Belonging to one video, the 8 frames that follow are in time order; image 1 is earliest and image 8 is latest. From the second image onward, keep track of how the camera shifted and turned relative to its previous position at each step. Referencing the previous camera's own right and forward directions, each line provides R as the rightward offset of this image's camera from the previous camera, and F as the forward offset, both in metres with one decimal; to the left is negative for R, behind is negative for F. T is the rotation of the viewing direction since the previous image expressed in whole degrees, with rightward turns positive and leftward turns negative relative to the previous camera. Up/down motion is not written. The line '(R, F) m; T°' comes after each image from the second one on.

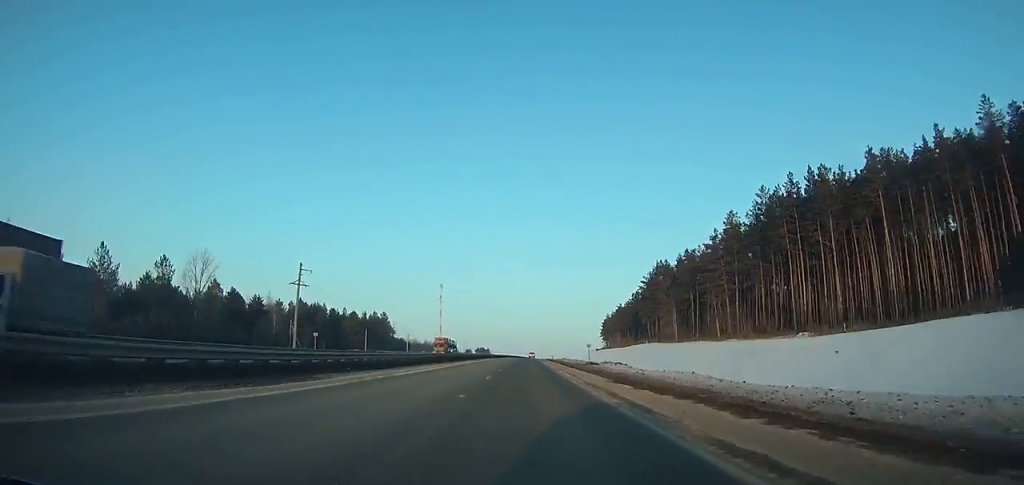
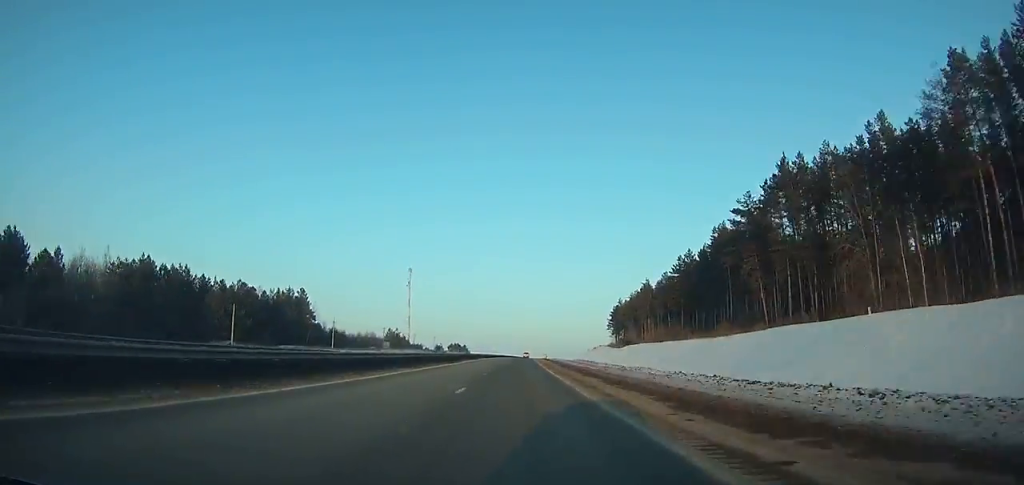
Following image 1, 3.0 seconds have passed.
(+0.9, +80.7) m; +1°
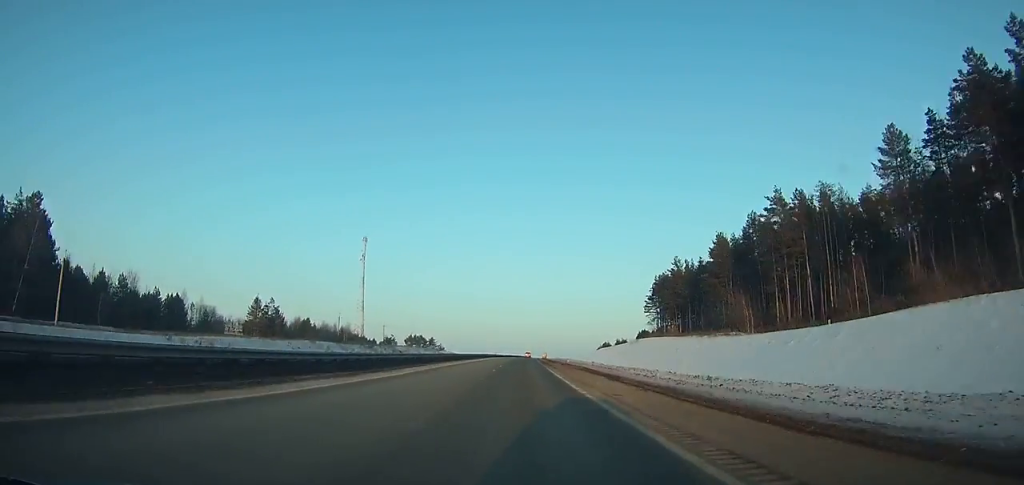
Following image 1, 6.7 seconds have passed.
(+1.1, +97.5) m; +1°
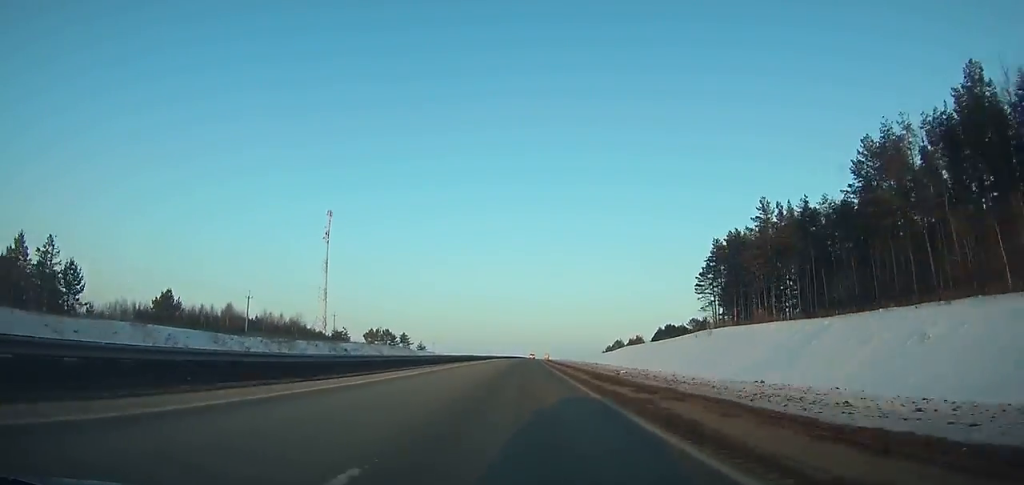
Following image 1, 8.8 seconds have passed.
(+0.3, +55.2) m; +1°
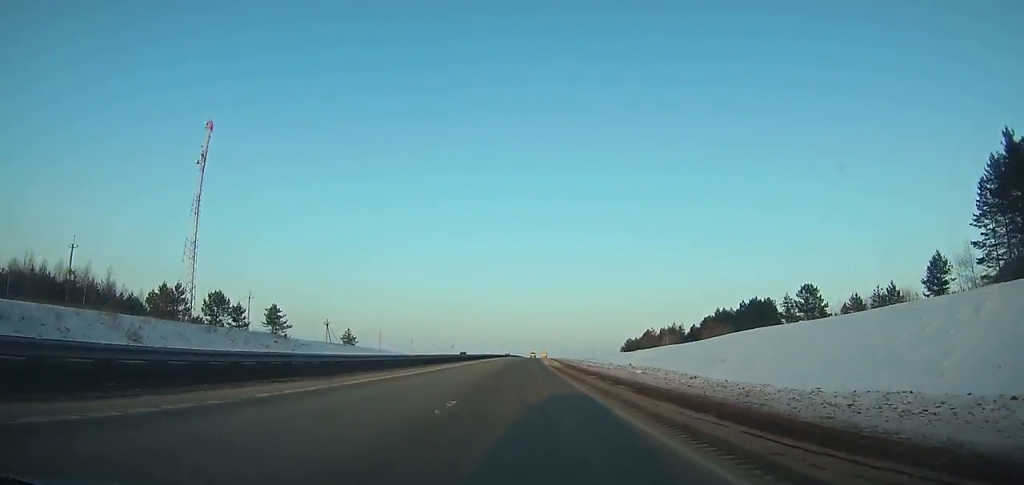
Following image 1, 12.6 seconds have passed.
(+1.2, +100.1) m; +1°
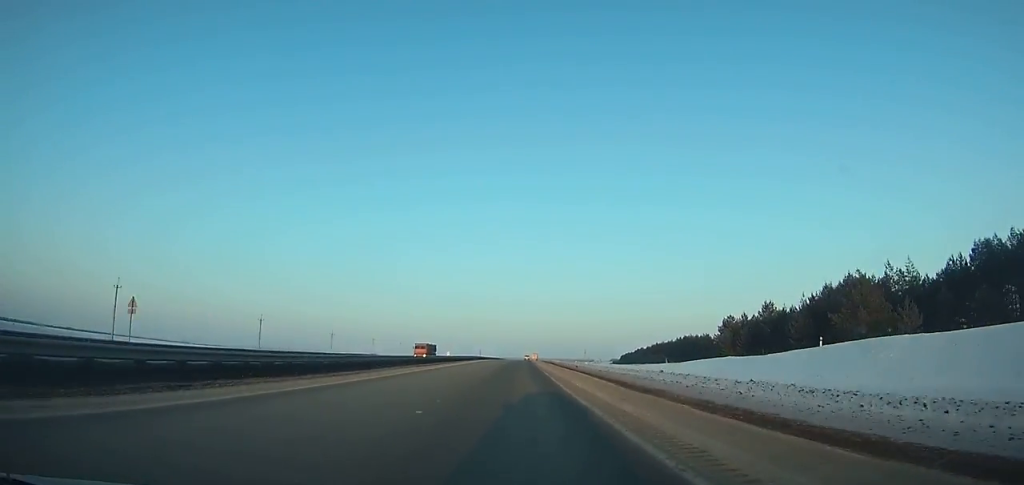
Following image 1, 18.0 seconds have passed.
(+2.2, +144.3) m; +1°
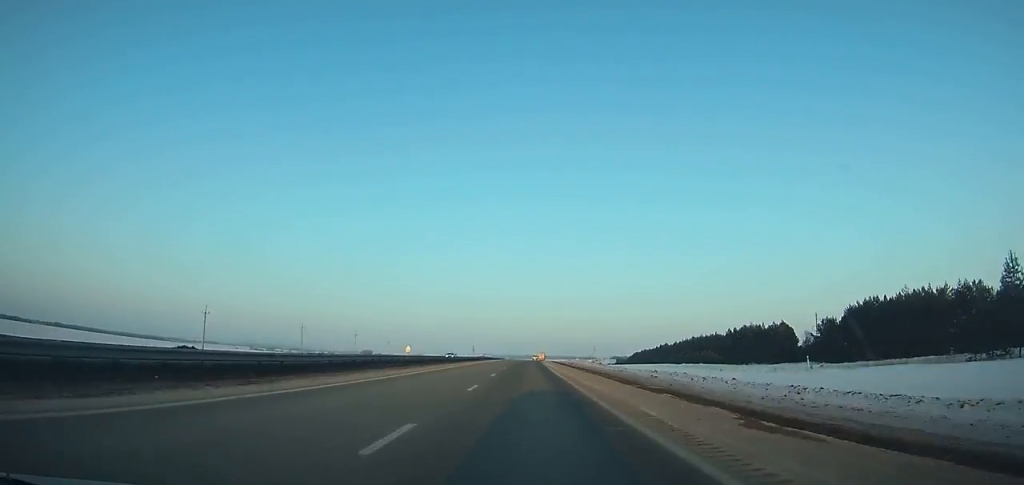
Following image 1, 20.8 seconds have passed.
(+0.2, +76.6) m; +1°
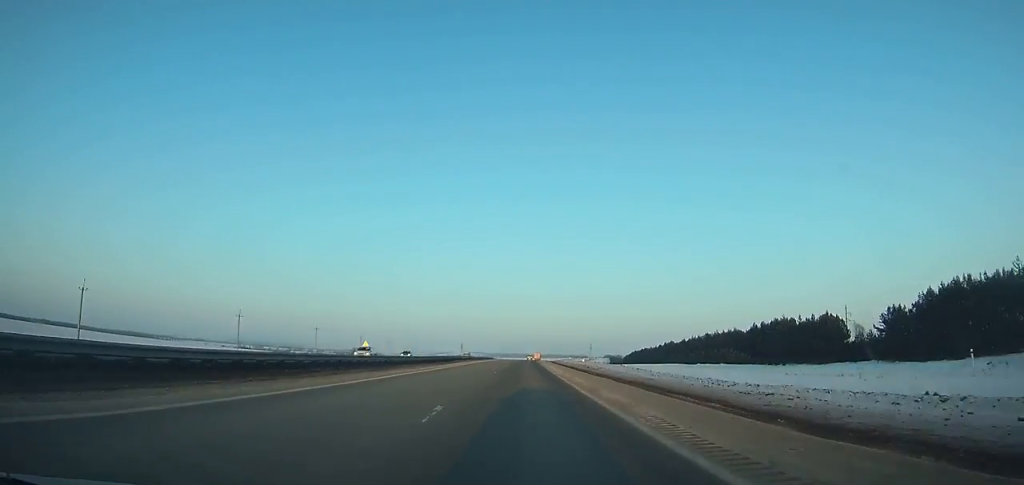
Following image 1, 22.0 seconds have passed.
(+0.3, +33.3) m; 0°
